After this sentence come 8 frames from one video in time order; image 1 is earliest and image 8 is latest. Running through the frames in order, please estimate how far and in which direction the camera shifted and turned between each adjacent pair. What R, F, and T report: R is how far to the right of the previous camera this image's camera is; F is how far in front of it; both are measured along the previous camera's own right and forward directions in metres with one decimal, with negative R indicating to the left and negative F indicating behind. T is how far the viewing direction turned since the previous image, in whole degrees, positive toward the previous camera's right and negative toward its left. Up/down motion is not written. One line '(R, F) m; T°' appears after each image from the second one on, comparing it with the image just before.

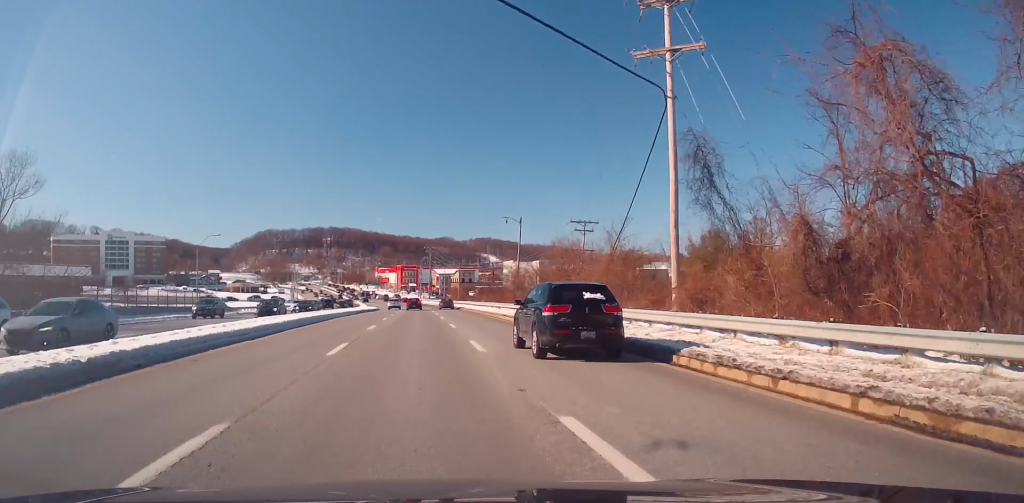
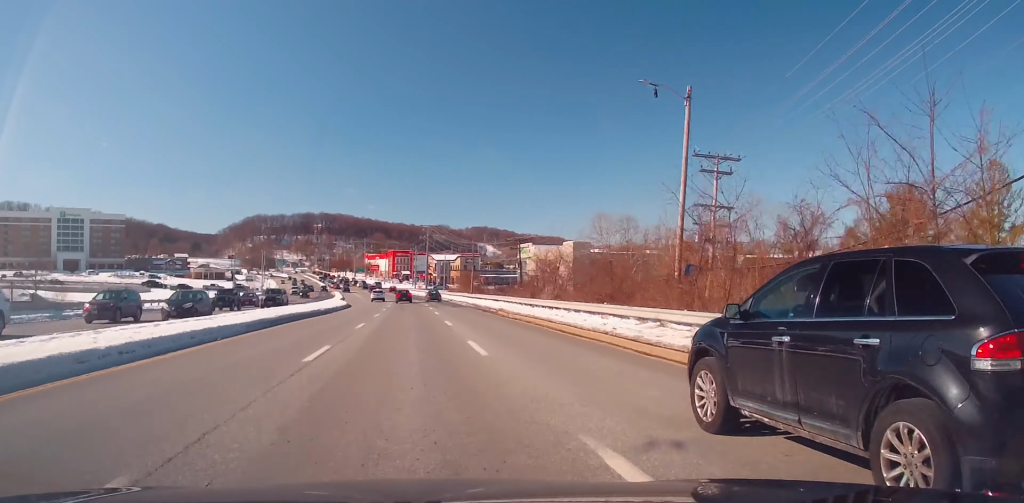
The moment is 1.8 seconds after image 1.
(+0.2, +37.2) m; 0°
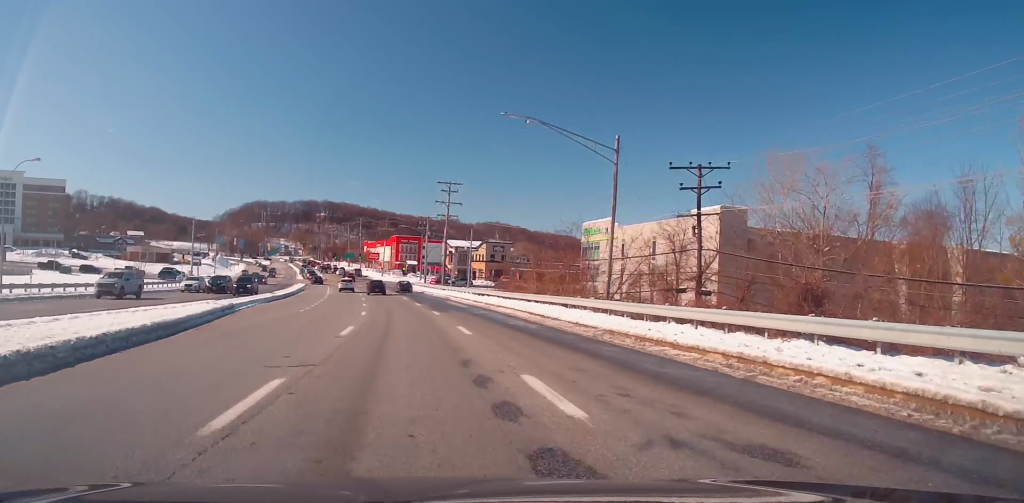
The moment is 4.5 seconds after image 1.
(-0.6, +53.8) m; -2°
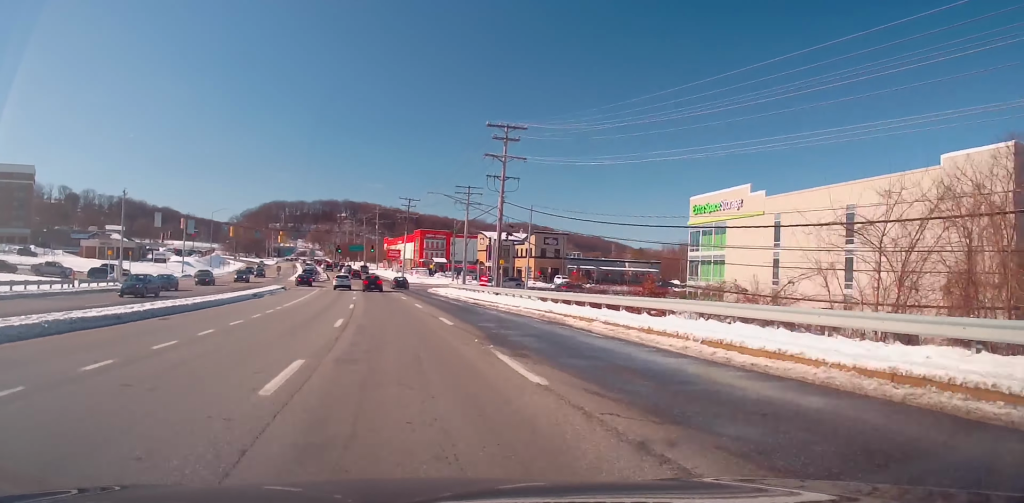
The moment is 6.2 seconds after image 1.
(-0.2, +33.0) m; -2°
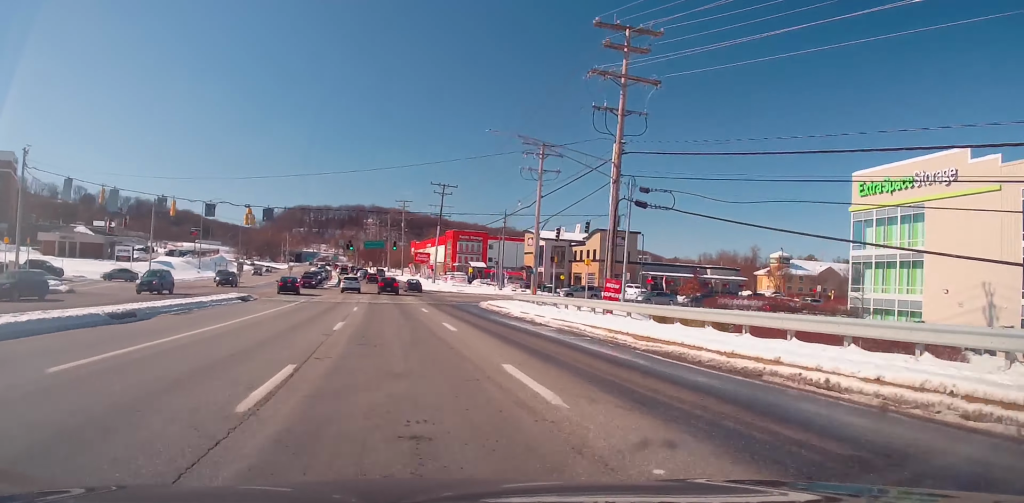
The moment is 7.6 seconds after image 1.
(-0.3, +25.2) m; -2°
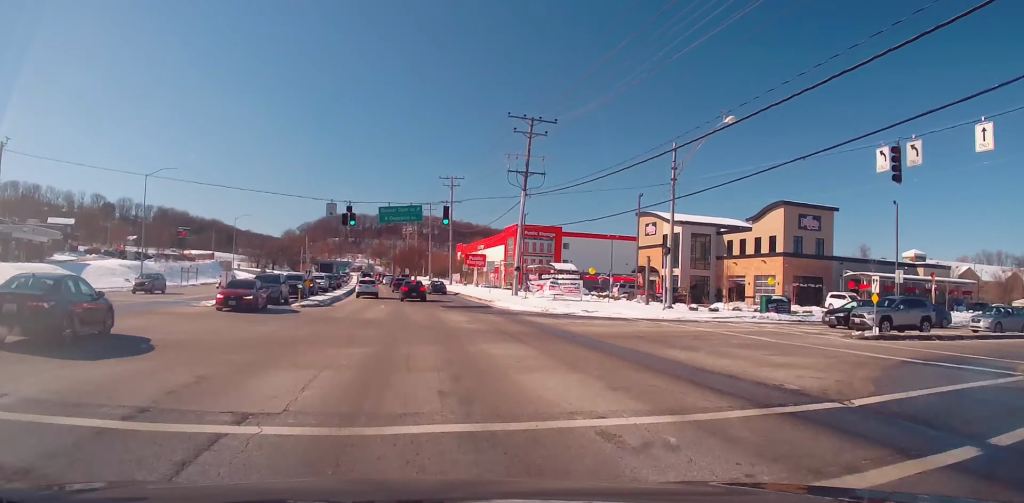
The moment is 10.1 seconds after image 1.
(-1.5, +42.1) m; -4°
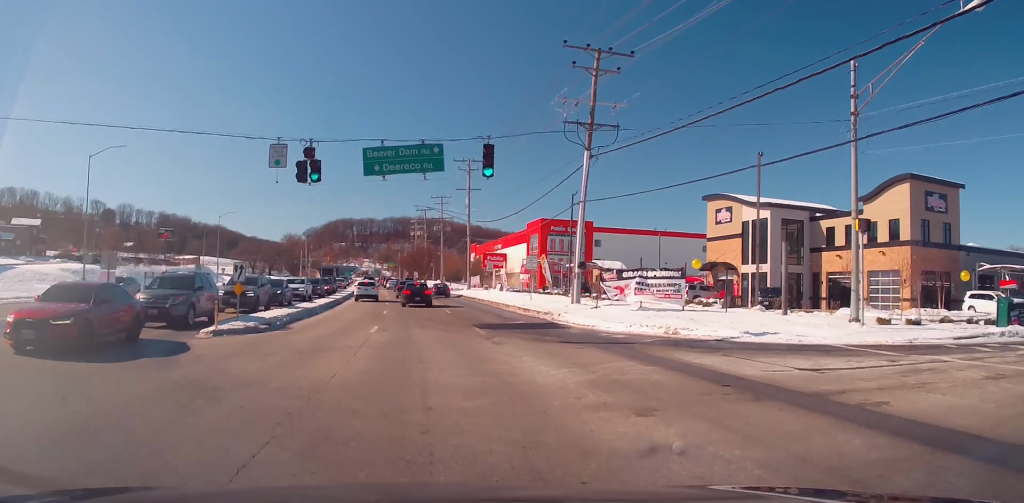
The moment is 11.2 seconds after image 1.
(0.0, +16.5) m; -1°
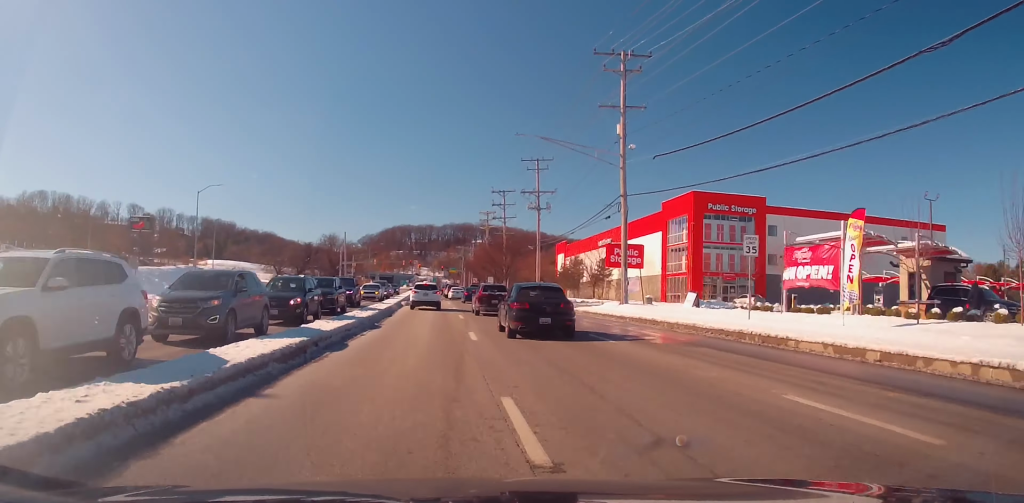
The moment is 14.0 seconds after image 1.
(-1.4, +38.4) m; -2°
